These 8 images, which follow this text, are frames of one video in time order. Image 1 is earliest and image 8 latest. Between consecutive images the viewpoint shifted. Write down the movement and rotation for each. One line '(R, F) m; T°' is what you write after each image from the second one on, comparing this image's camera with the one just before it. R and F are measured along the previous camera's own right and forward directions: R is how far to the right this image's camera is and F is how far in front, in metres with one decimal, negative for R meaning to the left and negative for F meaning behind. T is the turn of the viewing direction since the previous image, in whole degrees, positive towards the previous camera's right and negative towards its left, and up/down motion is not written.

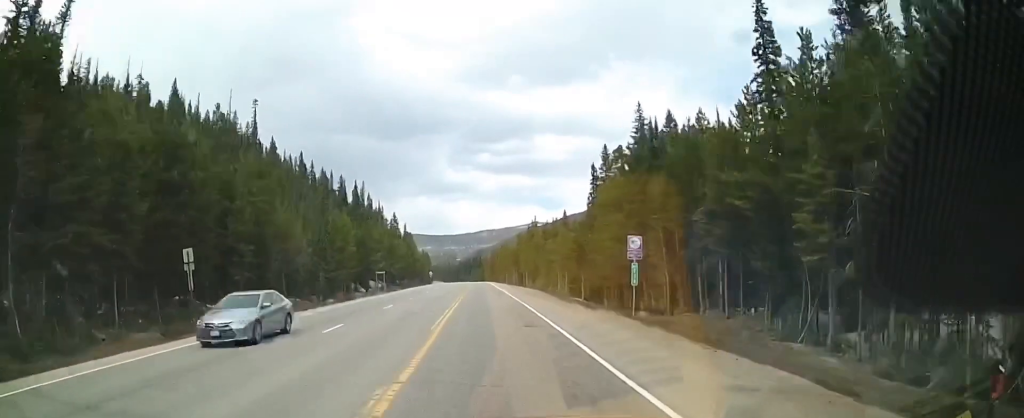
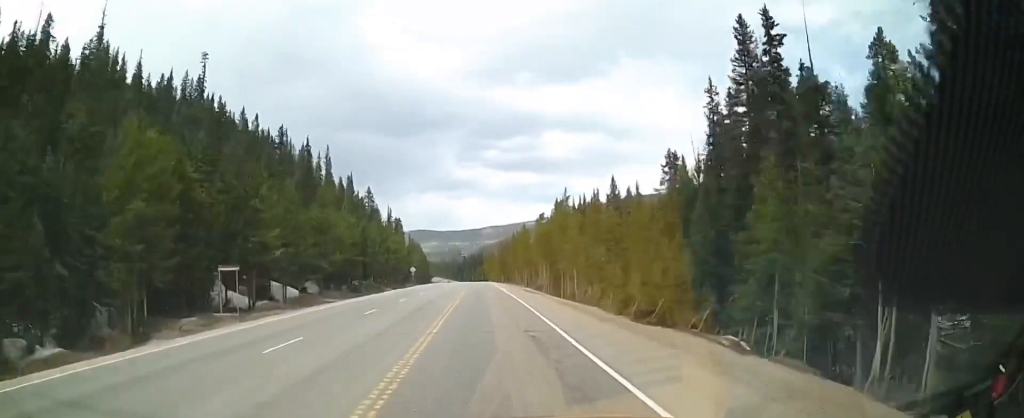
(-0.2, +54.4) m; 0°
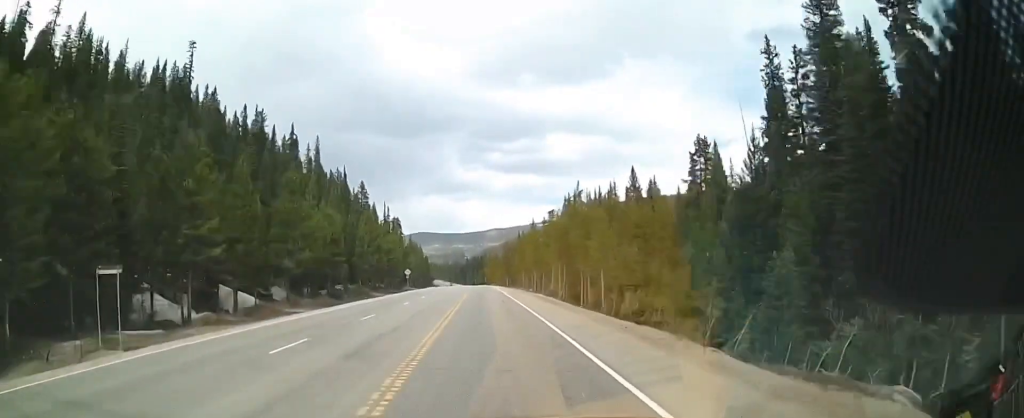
(-0.2, +12.3) m; 0°
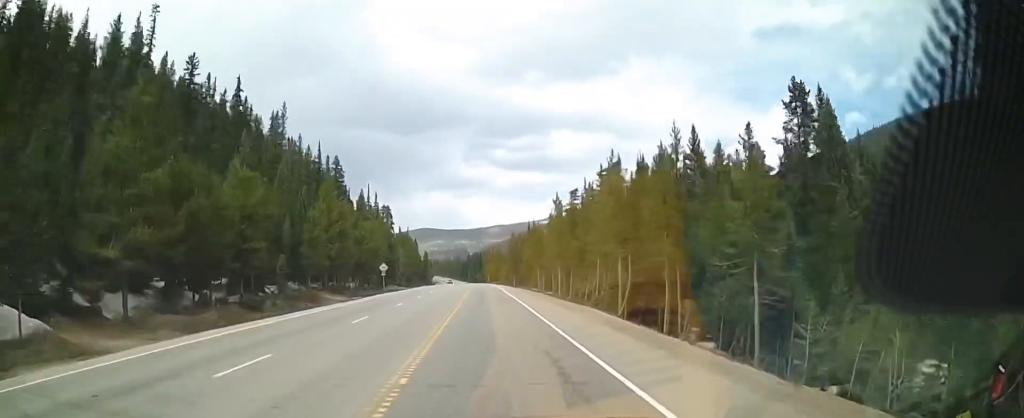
(+0.5, +26.9) m; 0°
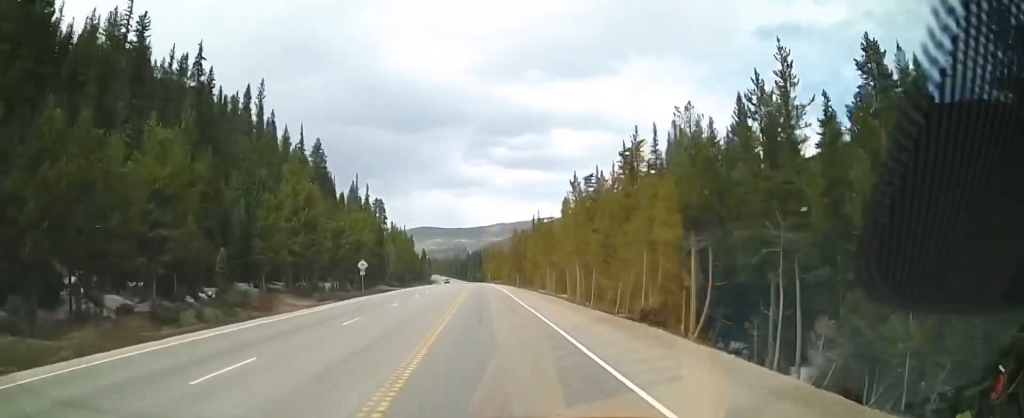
(0.0, +13.0) m; 0°
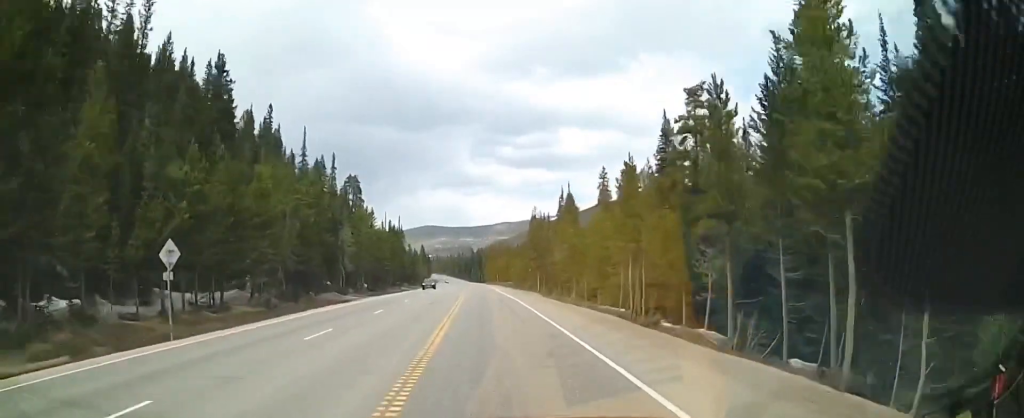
(-0.4, +39.9) m; -1°
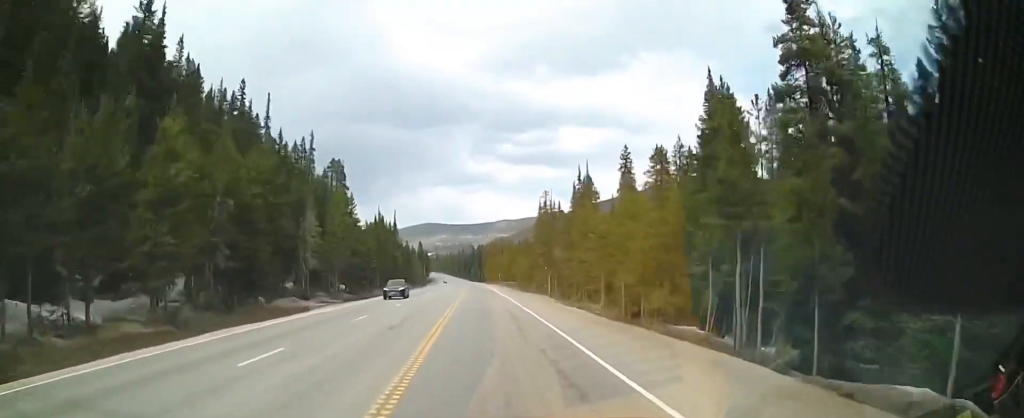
(-0.2, +15.7) m; 0°
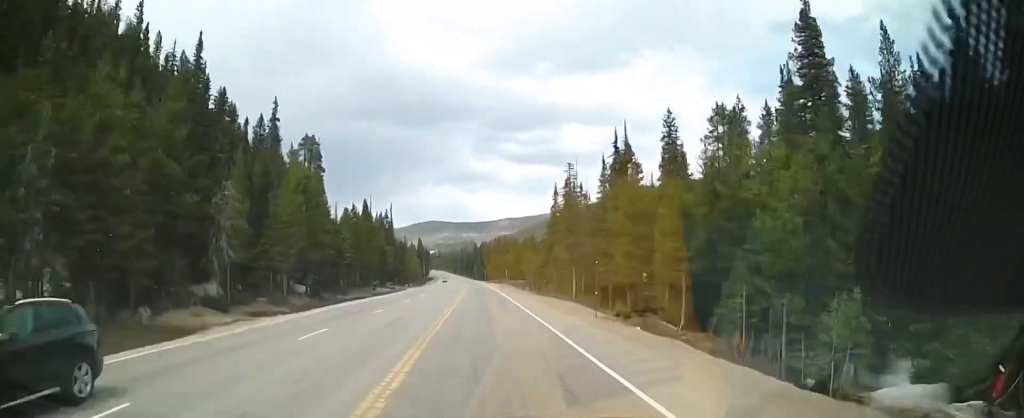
(0.0, +19.8) m; 0°
